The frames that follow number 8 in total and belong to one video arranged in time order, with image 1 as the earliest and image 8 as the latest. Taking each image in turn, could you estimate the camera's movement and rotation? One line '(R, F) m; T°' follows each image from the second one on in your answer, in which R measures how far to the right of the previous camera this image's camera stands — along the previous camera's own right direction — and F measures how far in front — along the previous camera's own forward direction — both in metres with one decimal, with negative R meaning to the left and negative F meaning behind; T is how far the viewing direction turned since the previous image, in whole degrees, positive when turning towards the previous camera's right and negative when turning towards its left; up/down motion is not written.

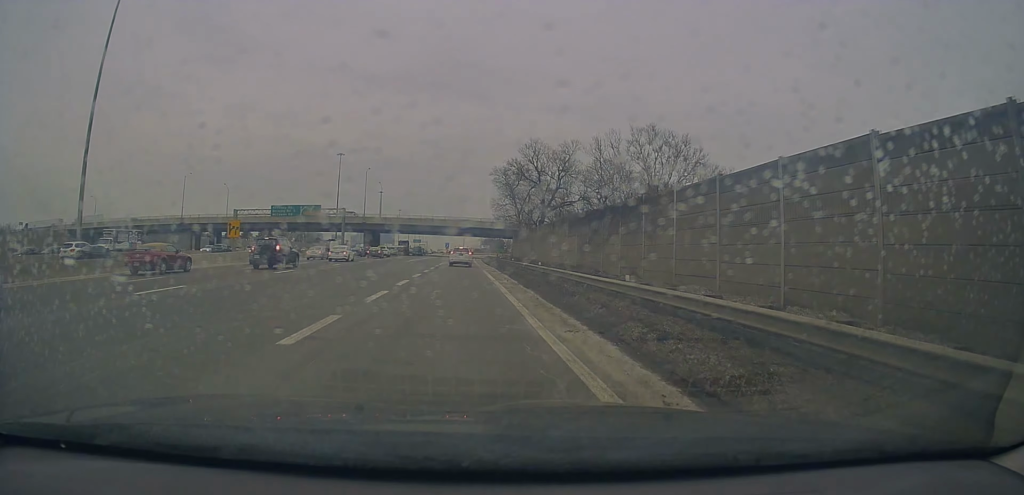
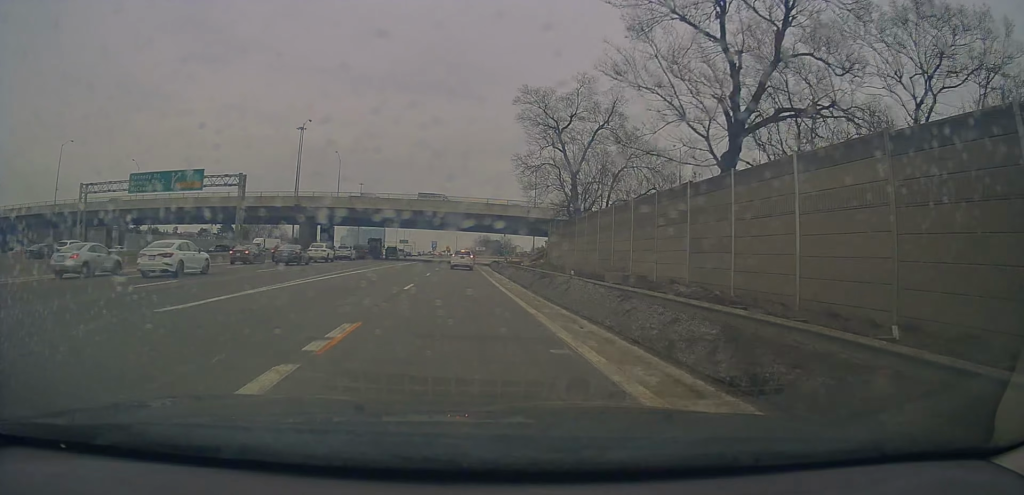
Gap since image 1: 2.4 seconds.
(+0.6, +43.1) m; +1°
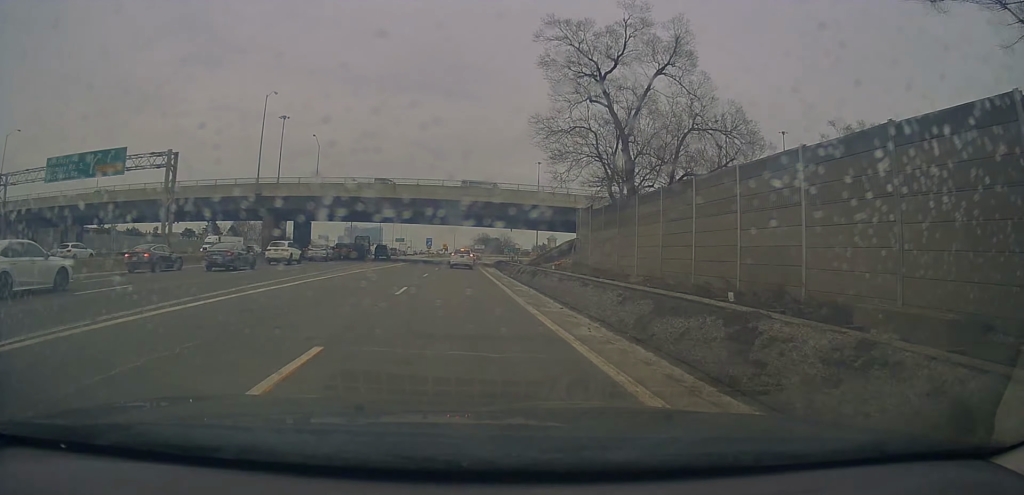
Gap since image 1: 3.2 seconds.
(0.0, +13.8) m; 0°
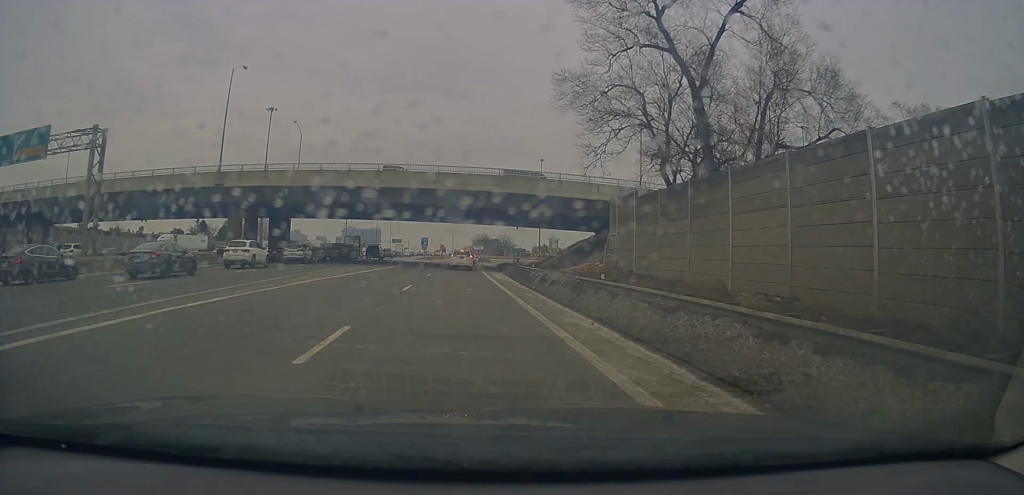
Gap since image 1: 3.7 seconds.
(0.0, +10.1) m; 0°
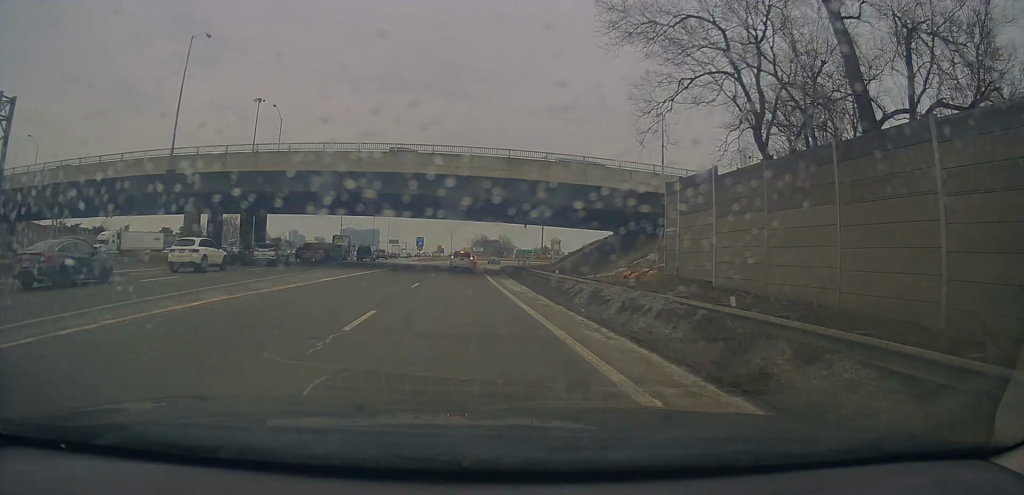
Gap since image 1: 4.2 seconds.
(0.0, +9.7) m; 0°
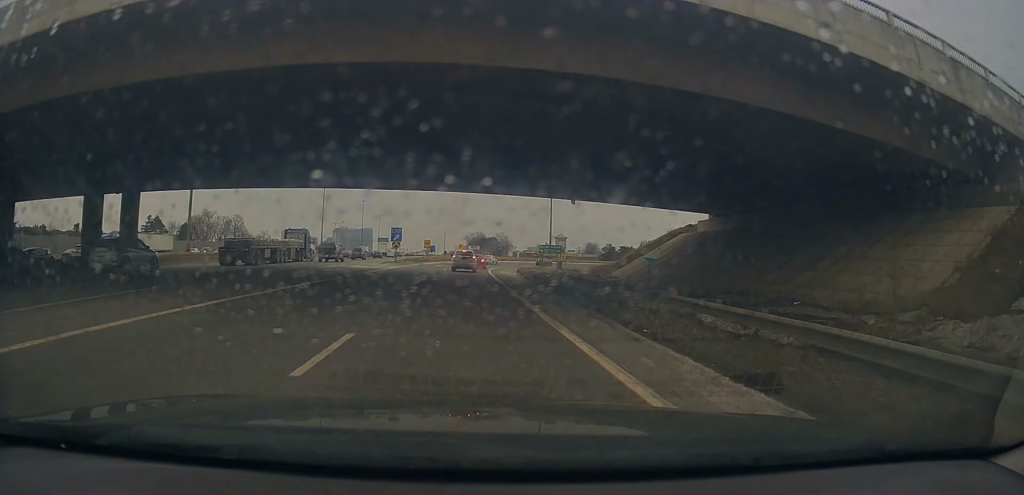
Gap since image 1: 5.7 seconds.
(+0.3, +28.8) m; +1°
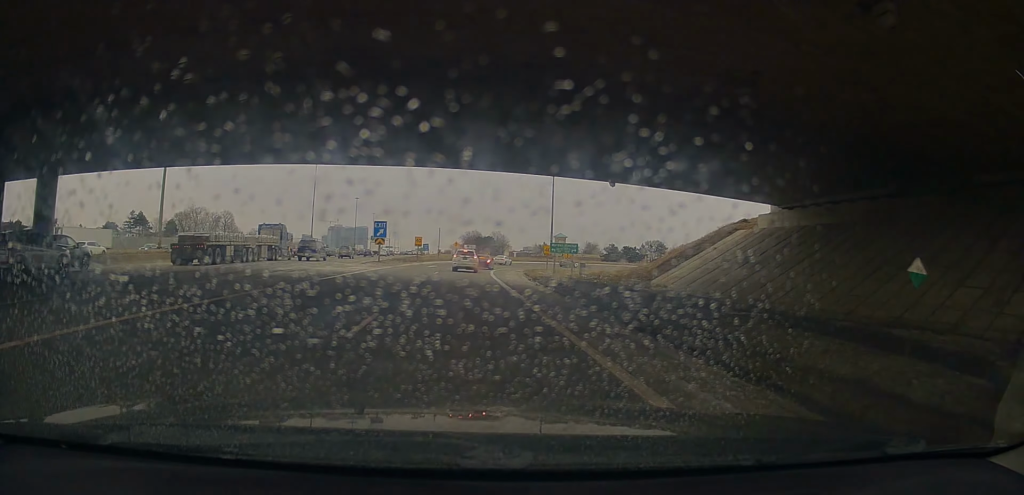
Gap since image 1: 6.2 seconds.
(0.0, +9.1) m; 0°
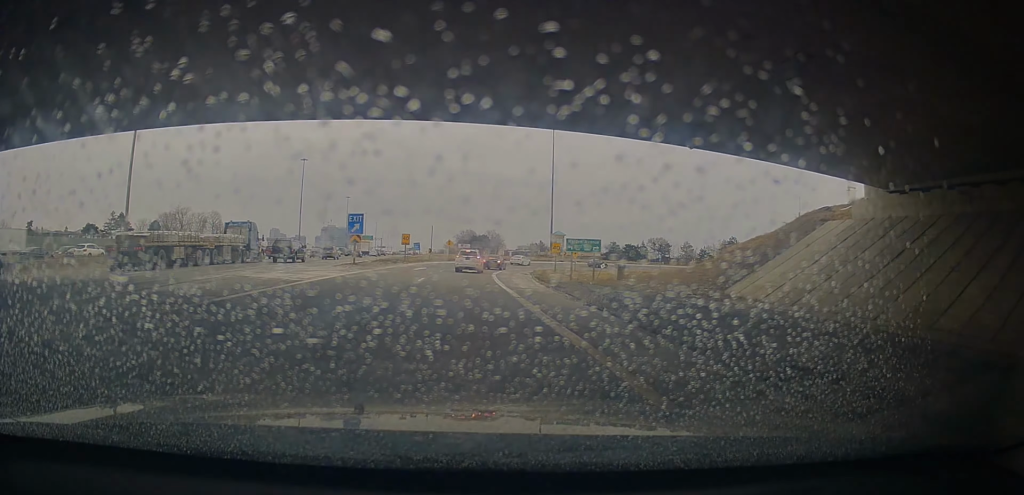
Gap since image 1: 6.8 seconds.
(+0.1, +9.5) m; 0°
